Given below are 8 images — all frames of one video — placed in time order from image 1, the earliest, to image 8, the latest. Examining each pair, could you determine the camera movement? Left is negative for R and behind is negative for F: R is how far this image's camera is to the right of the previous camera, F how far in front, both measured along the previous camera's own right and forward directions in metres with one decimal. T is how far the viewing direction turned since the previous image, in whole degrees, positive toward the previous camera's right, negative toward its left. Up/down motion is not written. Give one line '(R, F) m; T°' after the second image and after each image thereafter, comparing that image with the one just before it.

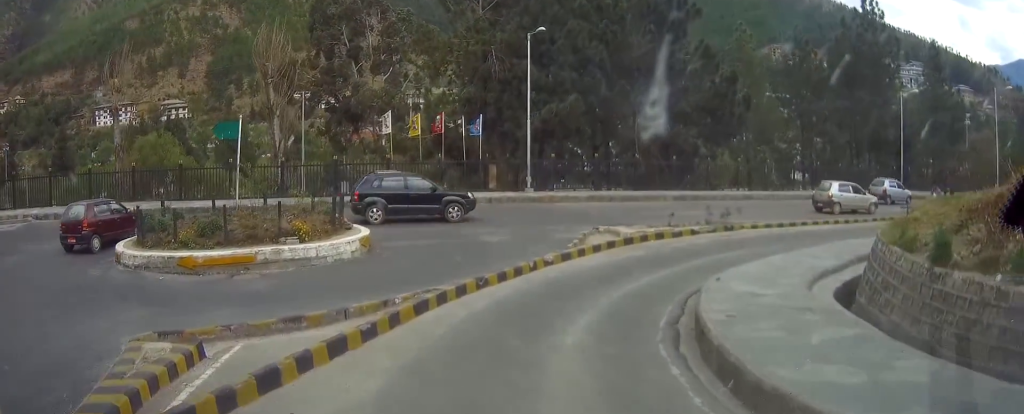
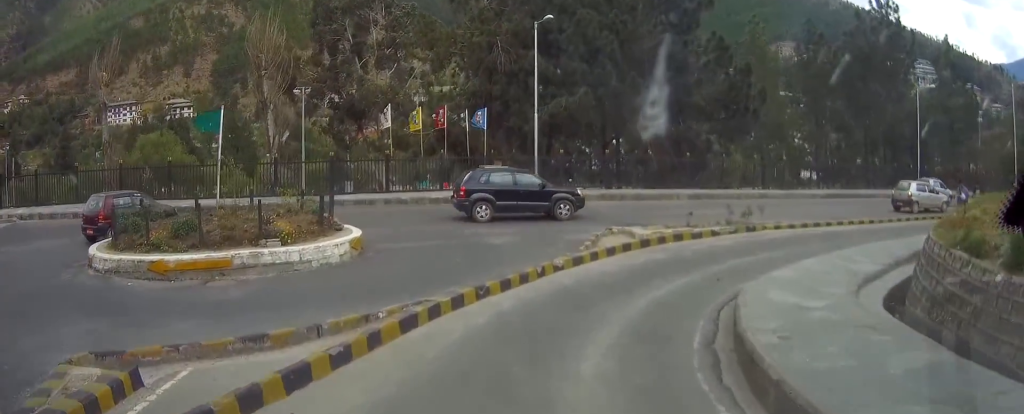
(-0.1, +1.3) m; +7°
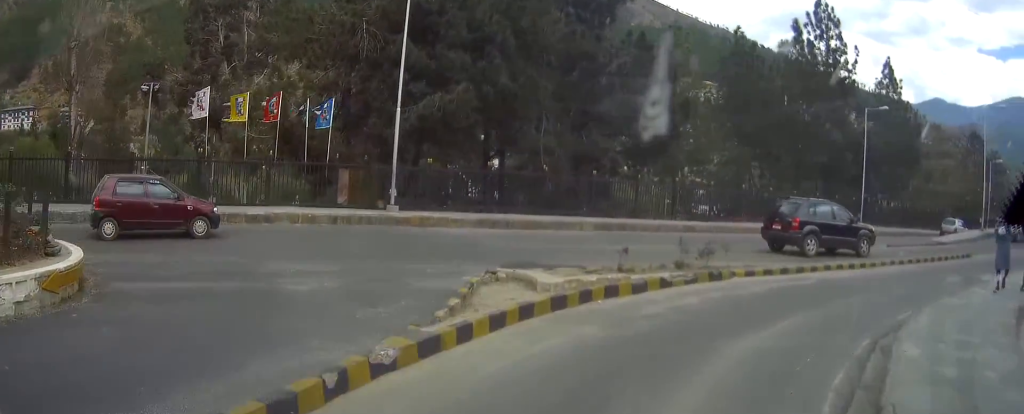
(+2.0, +6.5) m; +28°
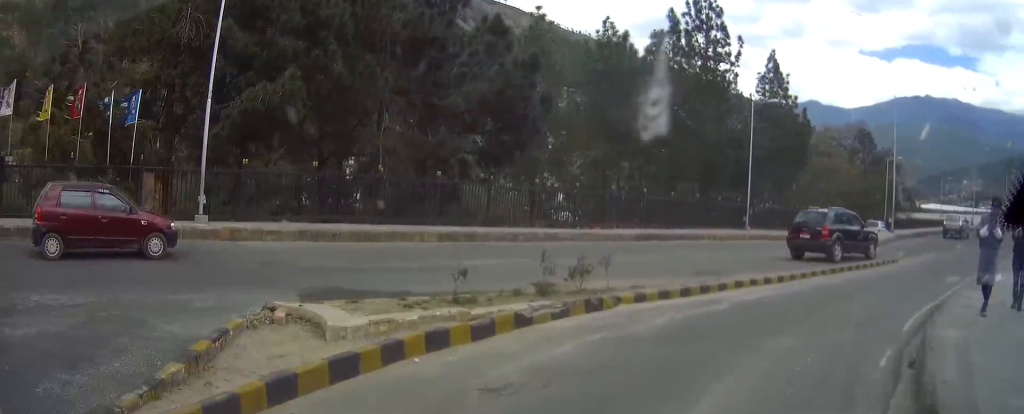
(+0.3, +3.5) m; +12°
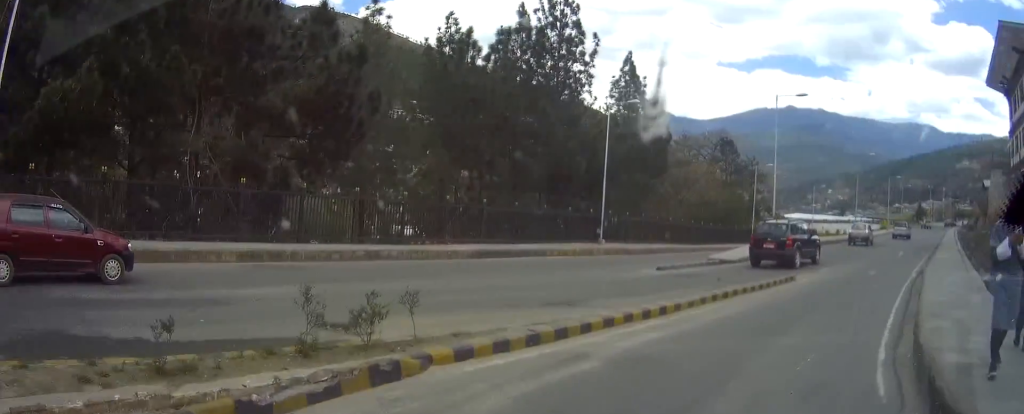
(+0.1, +3.5) m; +13°
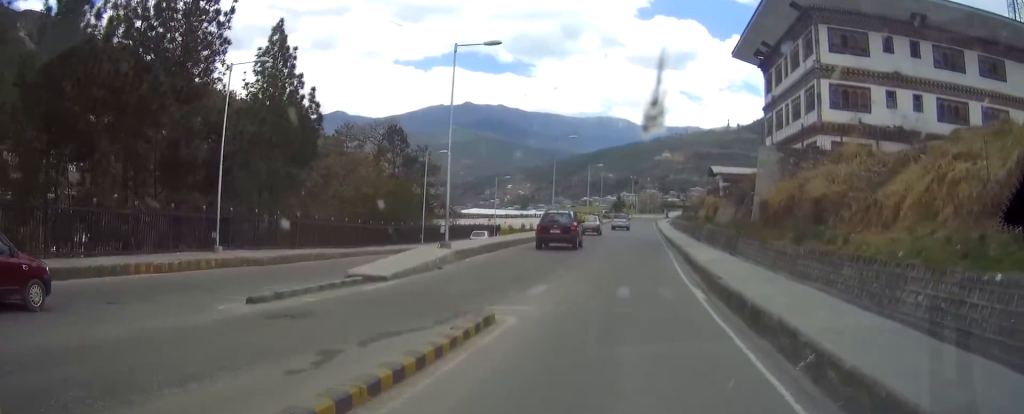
(+2.6, +8.5) m; +26°
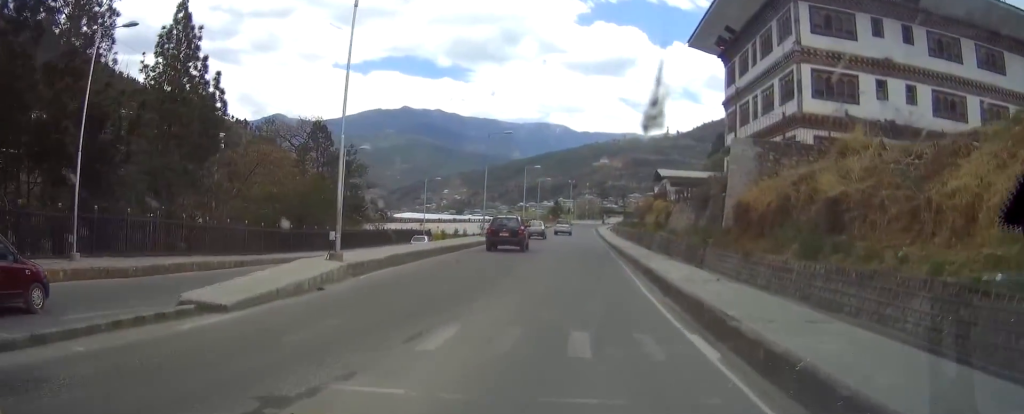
(+0.5, +5.6) m; +5°
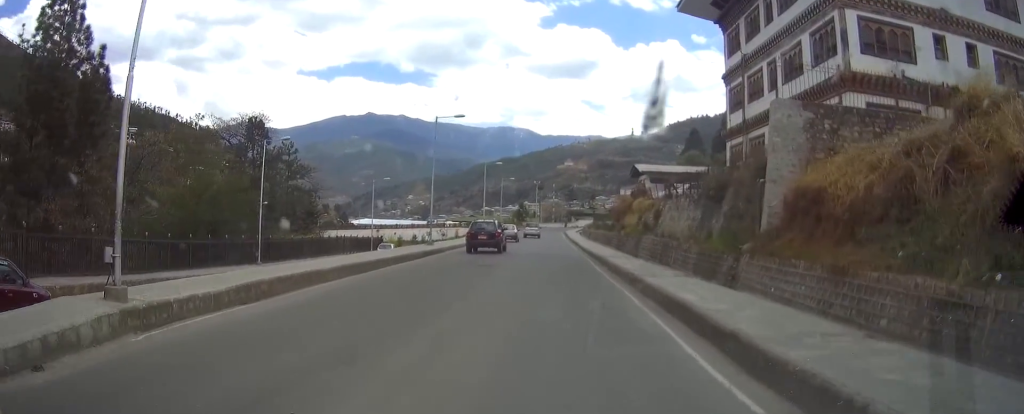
(+0.1, +8.8) m; 0°
